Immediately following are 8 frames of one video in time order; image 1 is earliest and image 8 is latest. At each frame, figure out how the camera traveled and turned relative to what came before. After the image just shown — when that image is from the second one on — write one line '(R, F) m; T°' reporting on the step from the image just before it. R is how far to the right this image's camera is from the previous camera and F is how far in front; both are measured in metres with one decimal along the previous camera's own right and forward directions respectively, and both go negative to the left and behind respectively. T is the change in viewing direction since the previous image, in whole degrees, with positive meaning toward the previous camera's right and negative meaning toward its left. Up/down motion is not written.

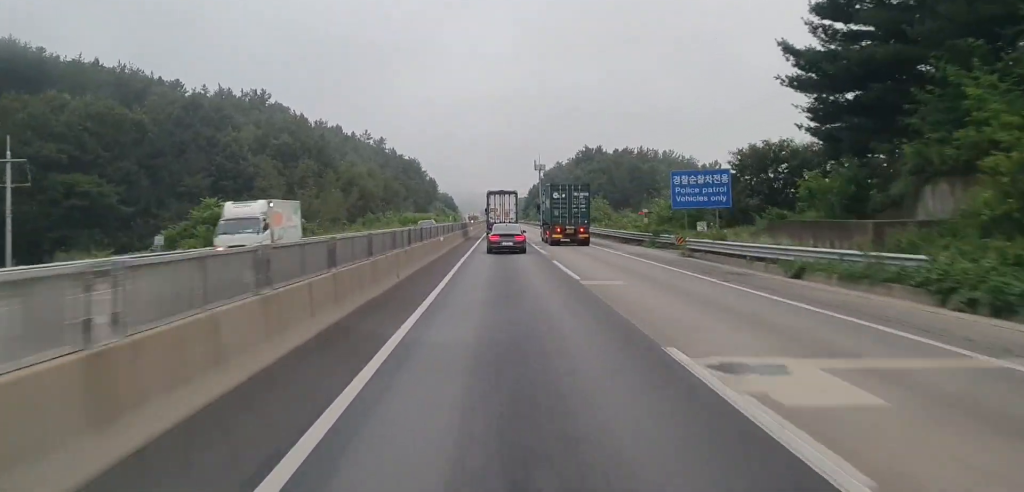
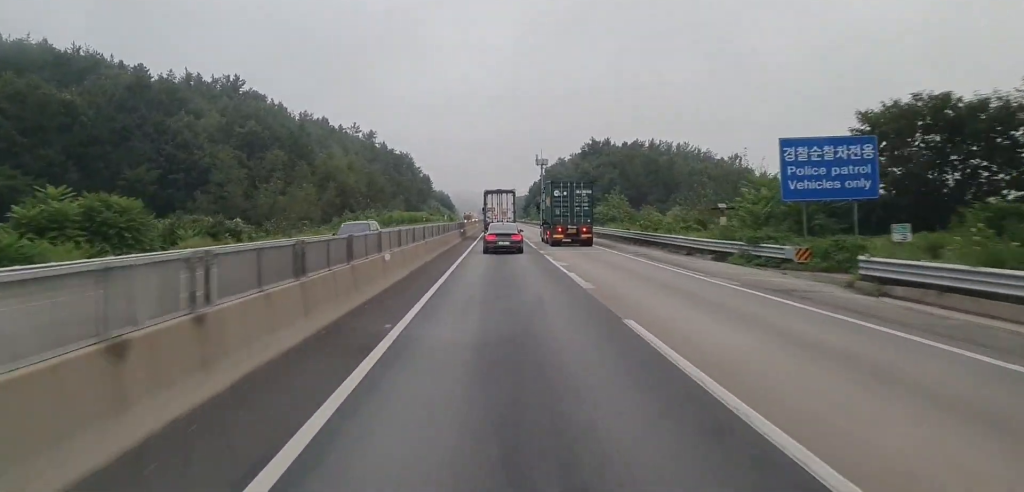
(+0.2, +18.3) m; 0°
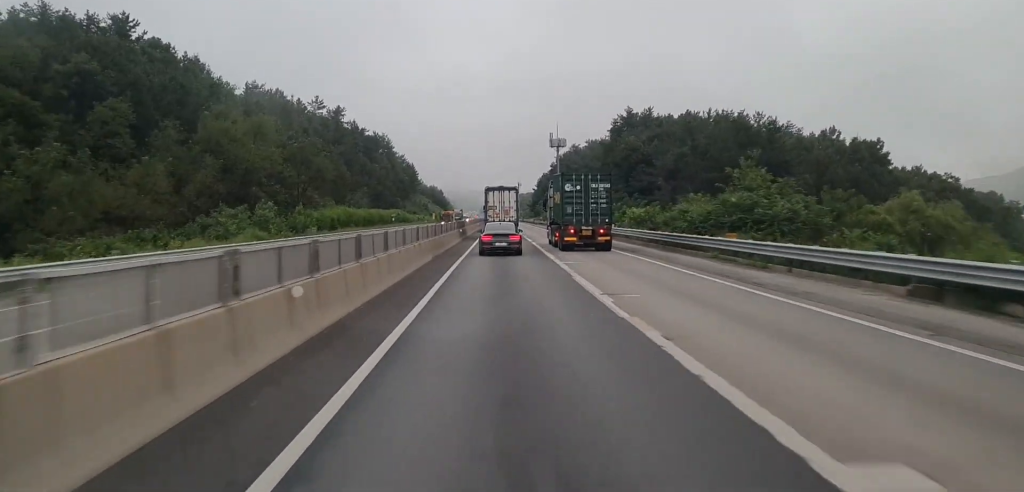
(-0.5, +52.2) m; -1°
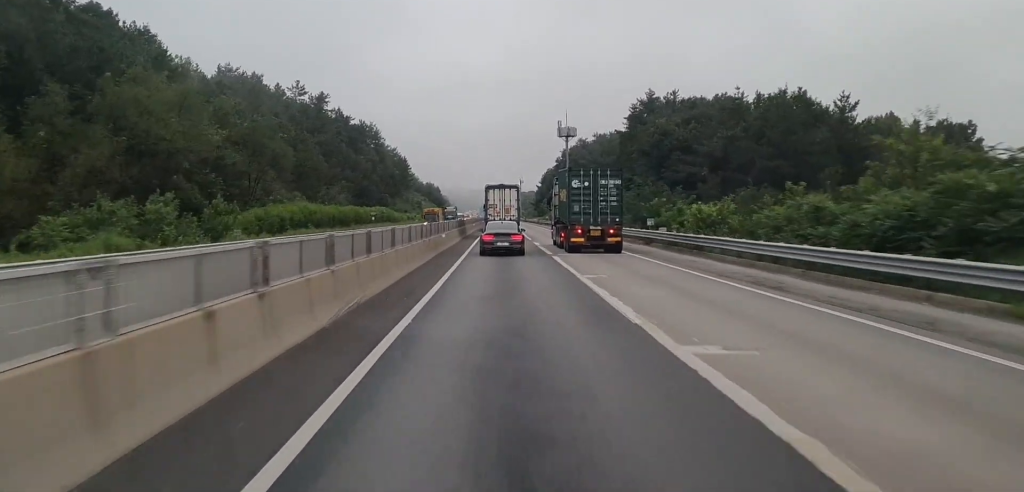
(0.0, +19.2) m; 0°
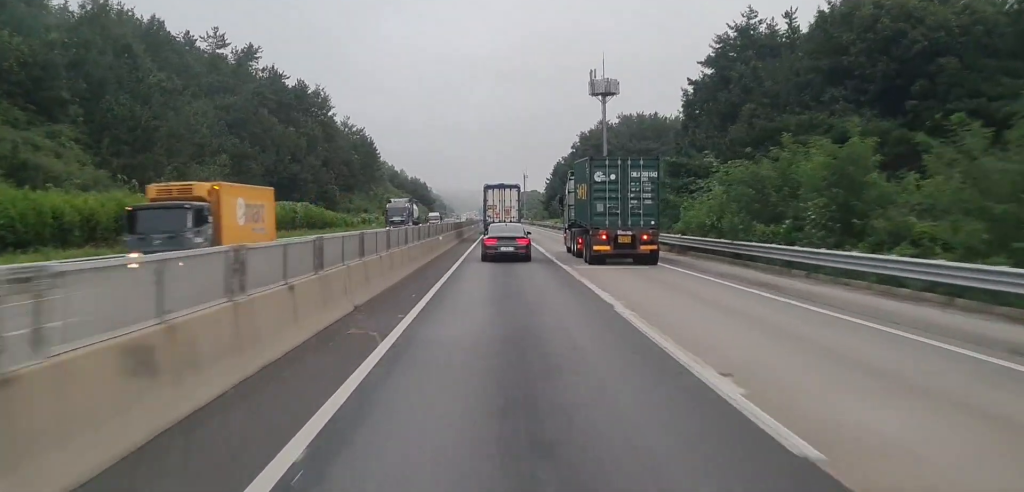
(0.0, +49.5) m; 0°
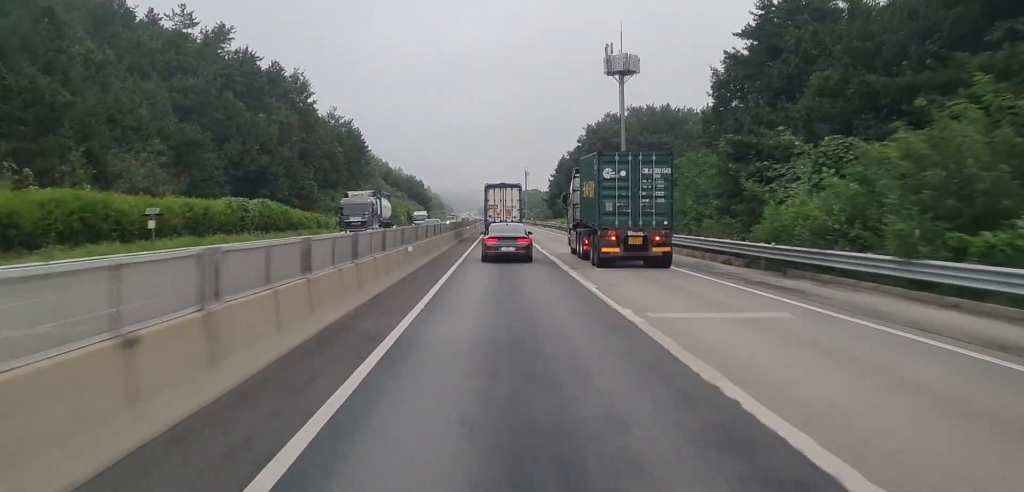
(0.0, +12.9) m; 0°
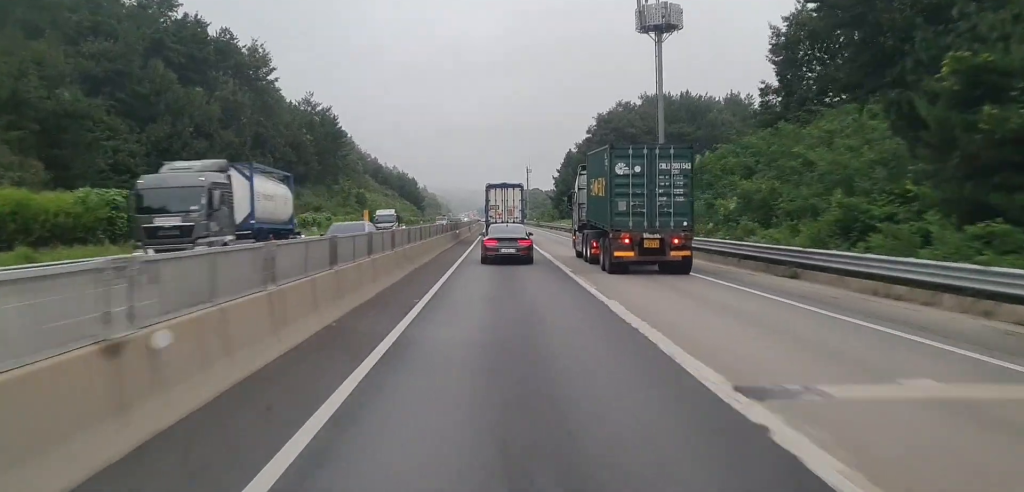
(0.0, +18.0) m; 0°
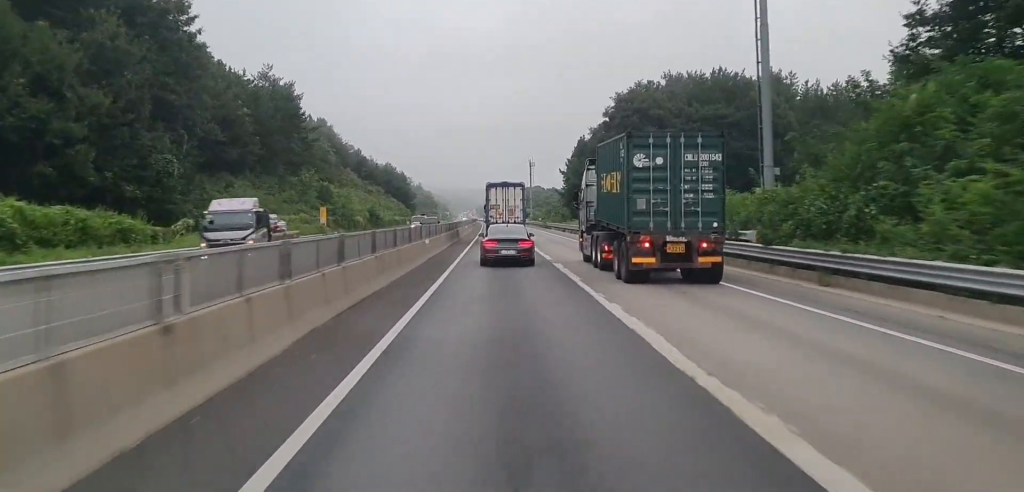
(0.0, +23.1) m; 0°
